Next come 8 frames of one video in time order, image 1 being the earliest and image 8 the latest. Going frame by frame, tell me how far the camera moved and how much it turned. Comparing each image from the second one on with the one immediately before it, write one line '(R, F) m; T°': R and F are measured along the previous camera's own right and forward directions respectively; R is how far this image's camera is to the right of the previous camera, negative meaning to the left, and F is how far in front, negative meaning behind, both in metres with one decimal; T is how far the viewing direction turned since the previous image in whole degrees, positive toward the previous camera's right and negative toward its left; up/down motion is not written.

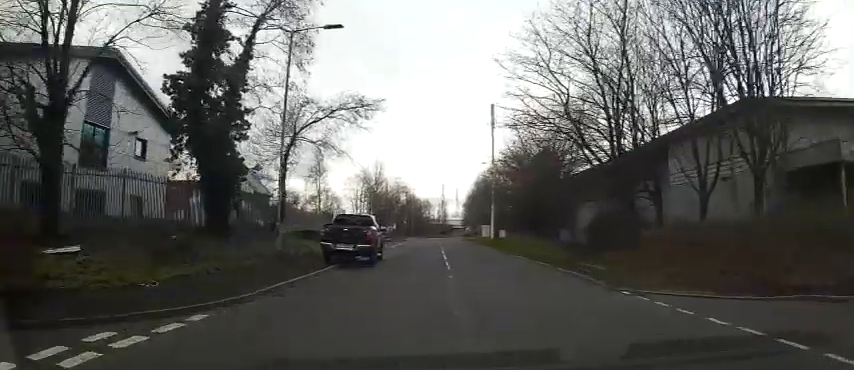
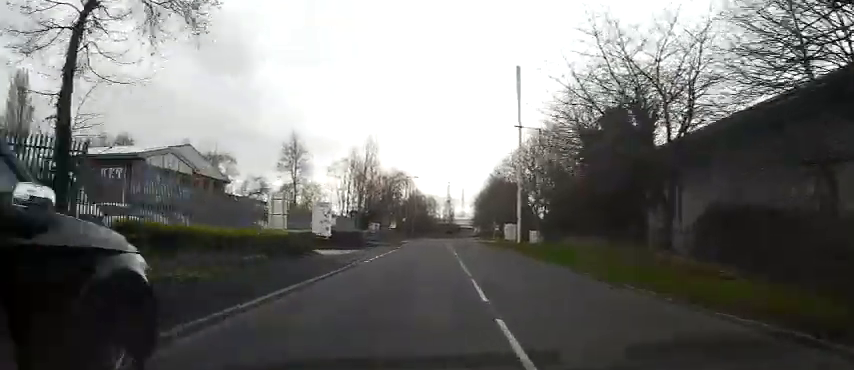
(-0.1, +20.0) m; 0°
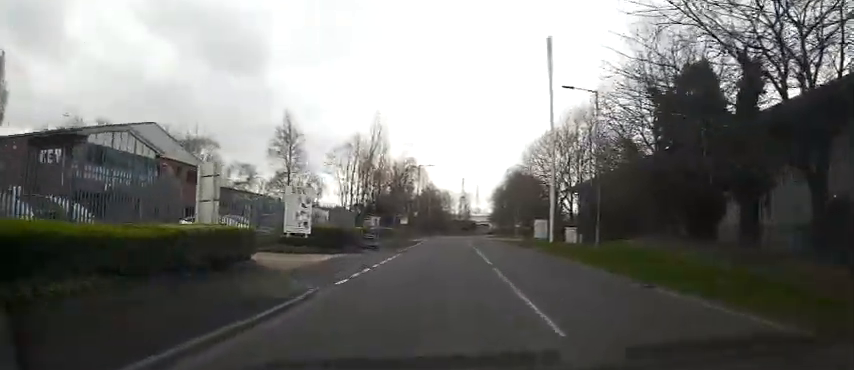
(+0.1, +9.8) m; -1°
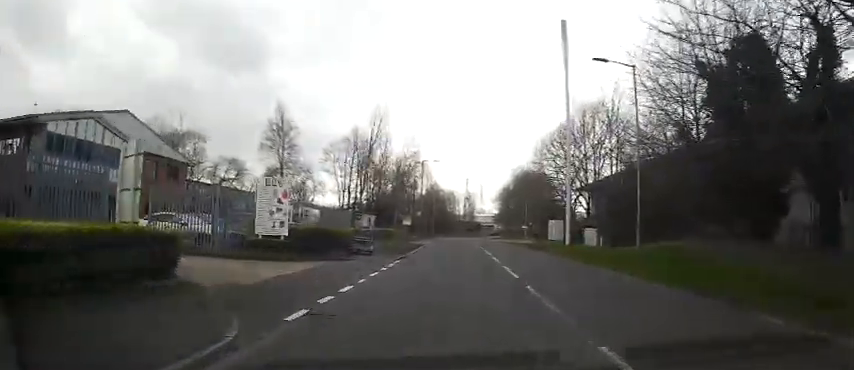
(-0.1, +4.7) m; -2°
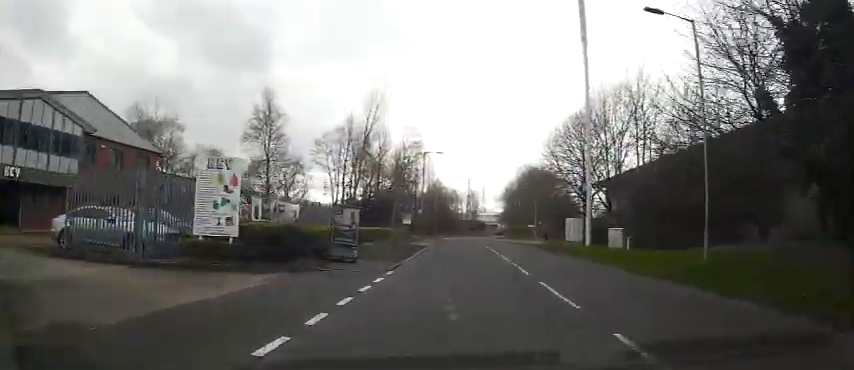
(-0.1, +5.5) m; 0°
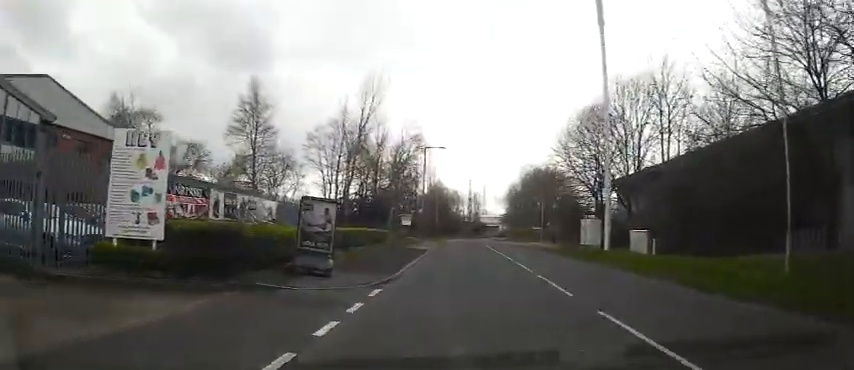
(-0.3, +4.5) m; +1°
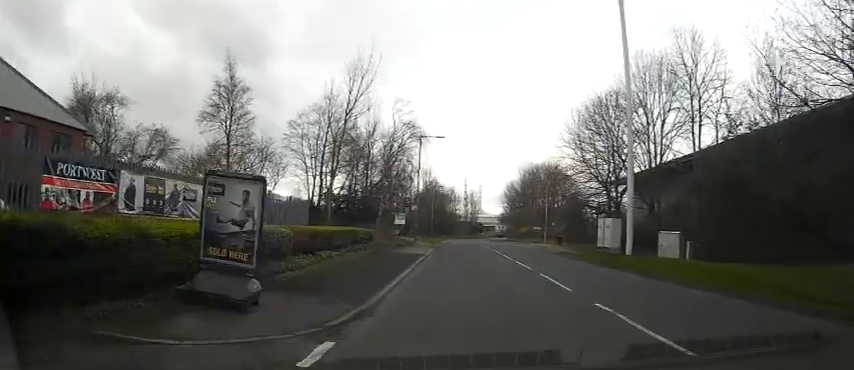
(+0.4, +5.4) m; +2°
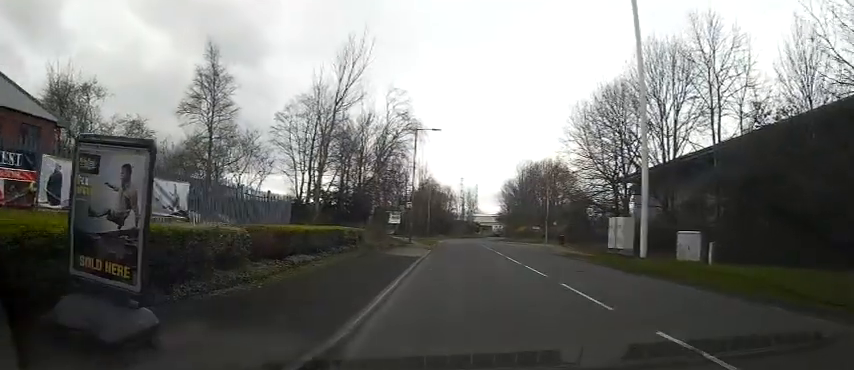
(+0.2, +3.1) m; +1°
